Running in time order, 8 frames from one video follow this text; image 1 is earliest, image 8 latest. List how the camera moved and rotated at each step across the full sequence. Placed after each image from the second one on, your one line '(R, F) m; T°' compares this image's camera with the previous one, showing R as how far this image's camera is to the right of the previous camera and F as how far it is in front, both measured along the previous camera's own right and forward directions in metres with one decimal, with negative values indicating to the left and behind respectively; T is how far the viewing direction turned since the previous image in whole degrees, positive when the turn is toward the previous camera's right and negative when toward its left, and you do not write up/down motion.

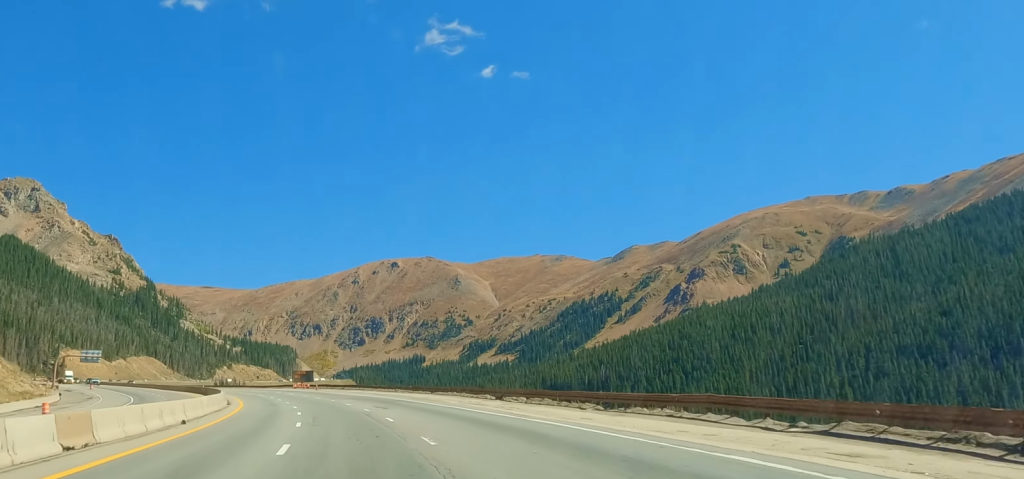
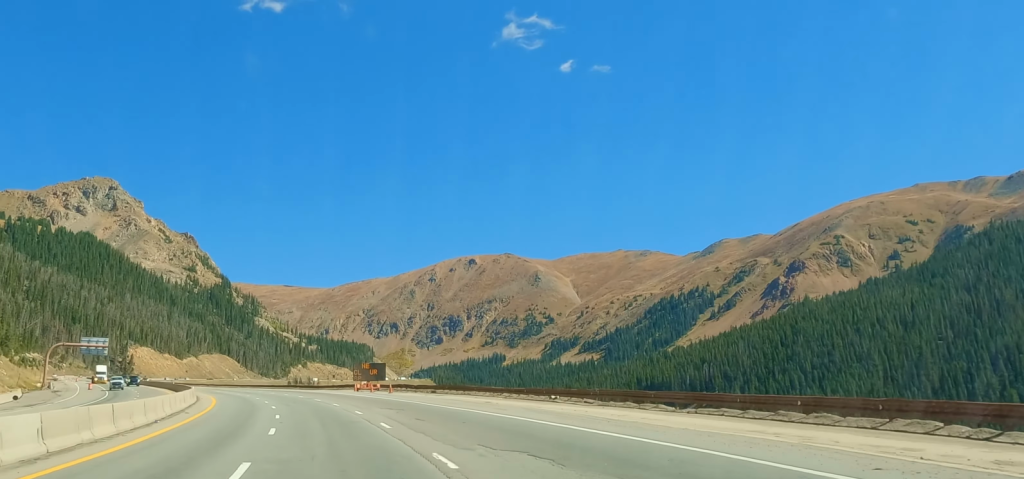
(-1.3, +53.2) m; -6°
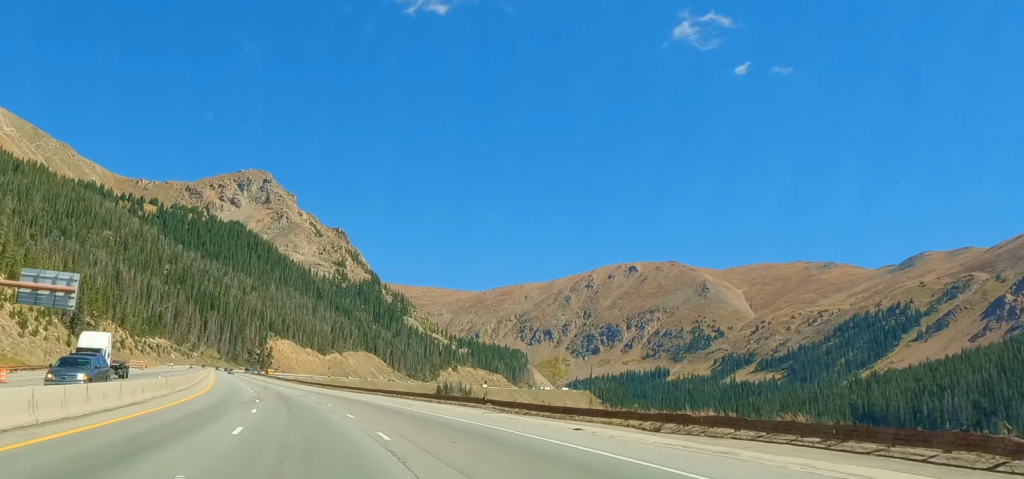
(-9.8, +86.0) m; -10°
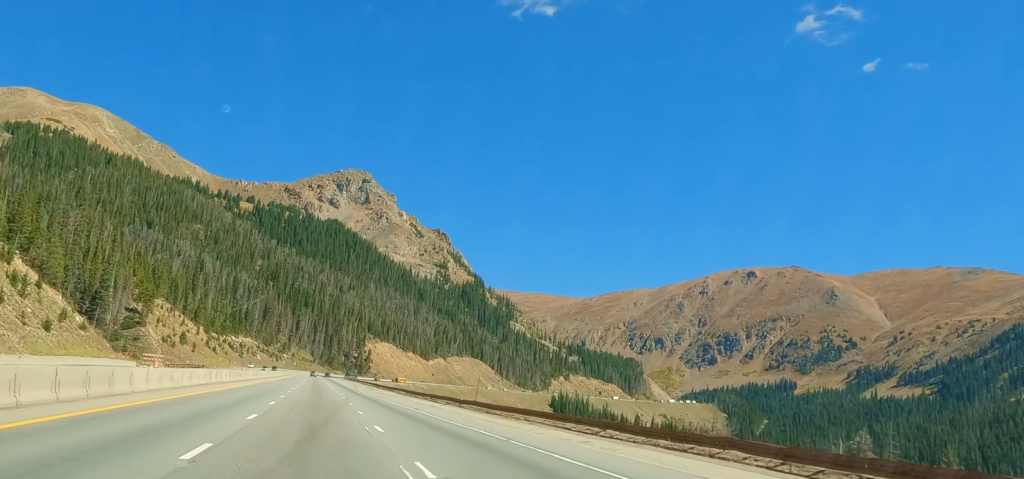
(-3.3, +69.8) m; -4°
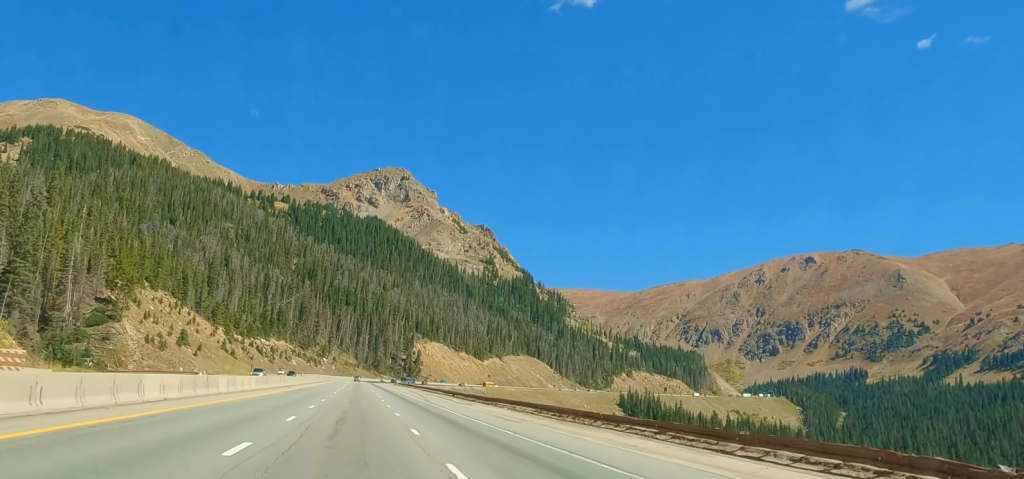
(-0.6, +59.9) m; -1°
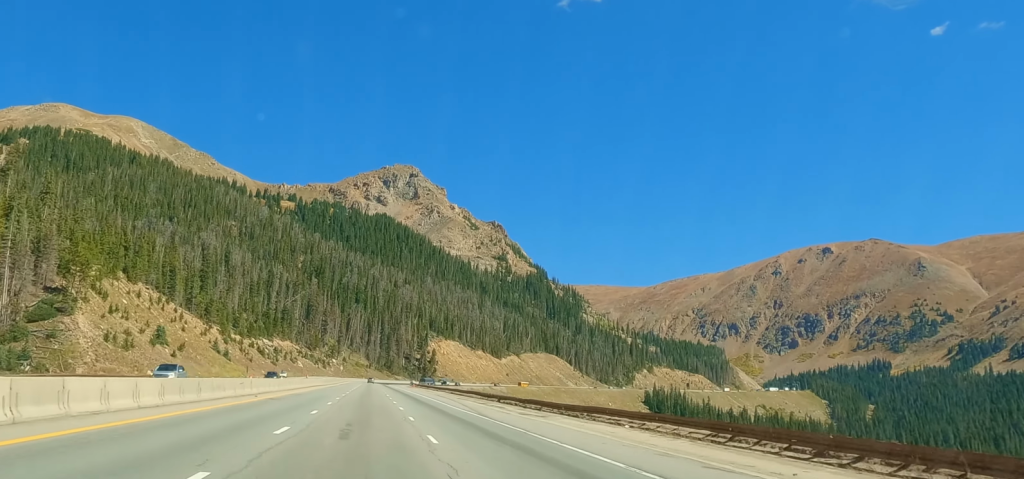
(-0.1, +29.4) m; 0°
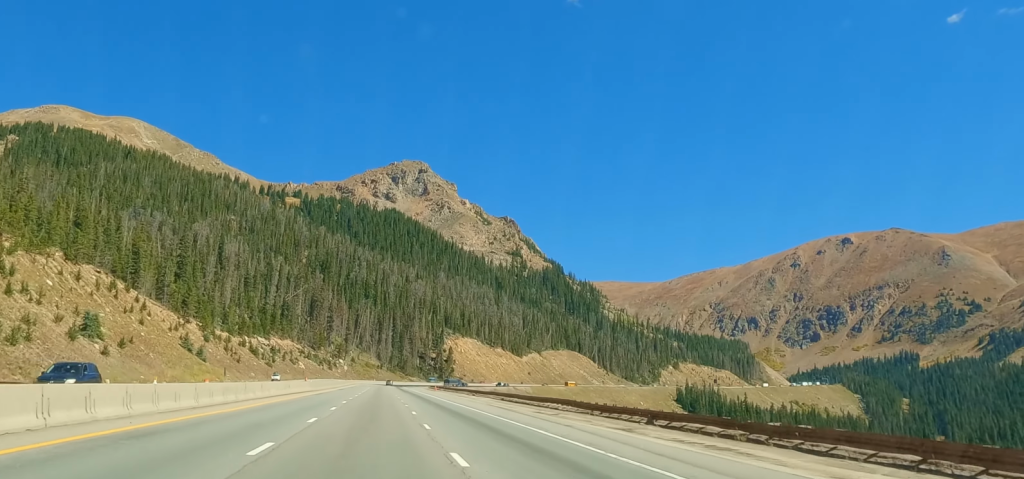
(-0.8, +41.9) m; 0°
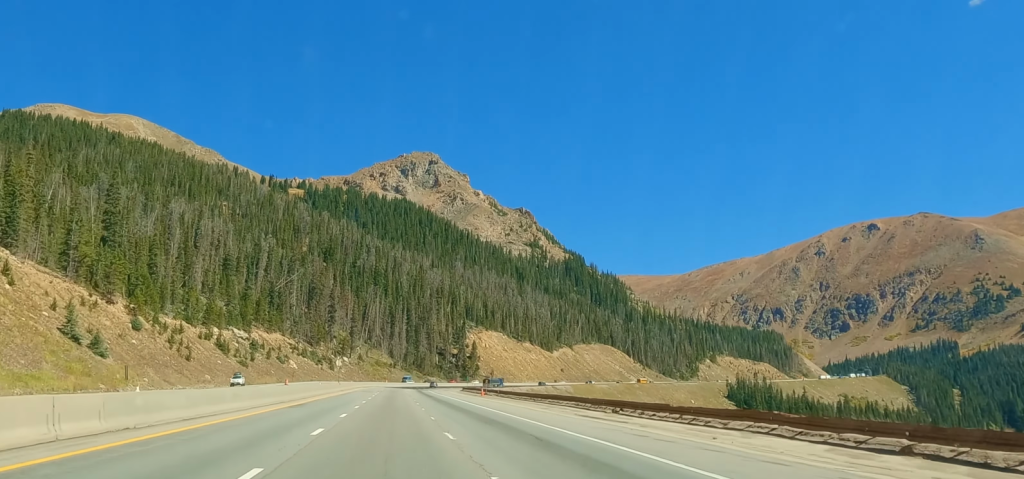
(+0.8, +64.2) m; +2°
